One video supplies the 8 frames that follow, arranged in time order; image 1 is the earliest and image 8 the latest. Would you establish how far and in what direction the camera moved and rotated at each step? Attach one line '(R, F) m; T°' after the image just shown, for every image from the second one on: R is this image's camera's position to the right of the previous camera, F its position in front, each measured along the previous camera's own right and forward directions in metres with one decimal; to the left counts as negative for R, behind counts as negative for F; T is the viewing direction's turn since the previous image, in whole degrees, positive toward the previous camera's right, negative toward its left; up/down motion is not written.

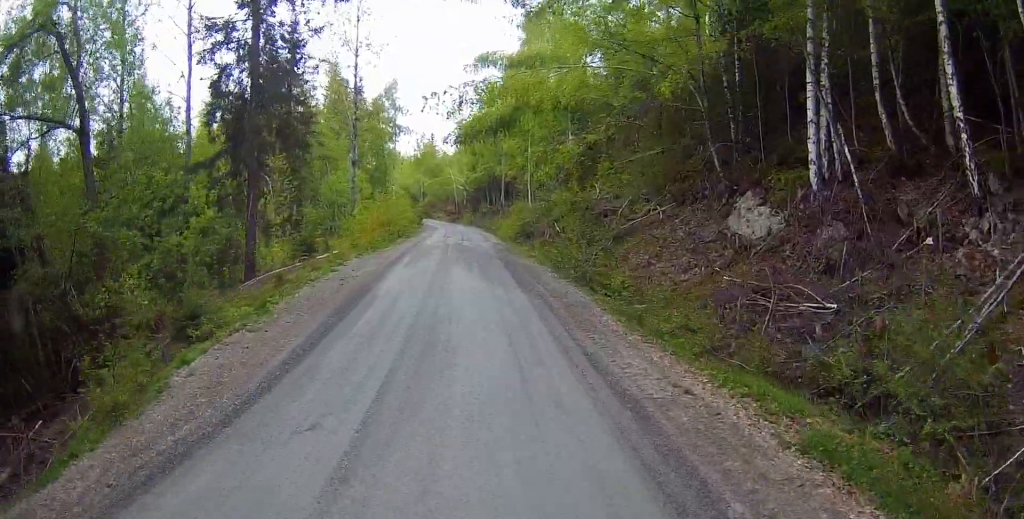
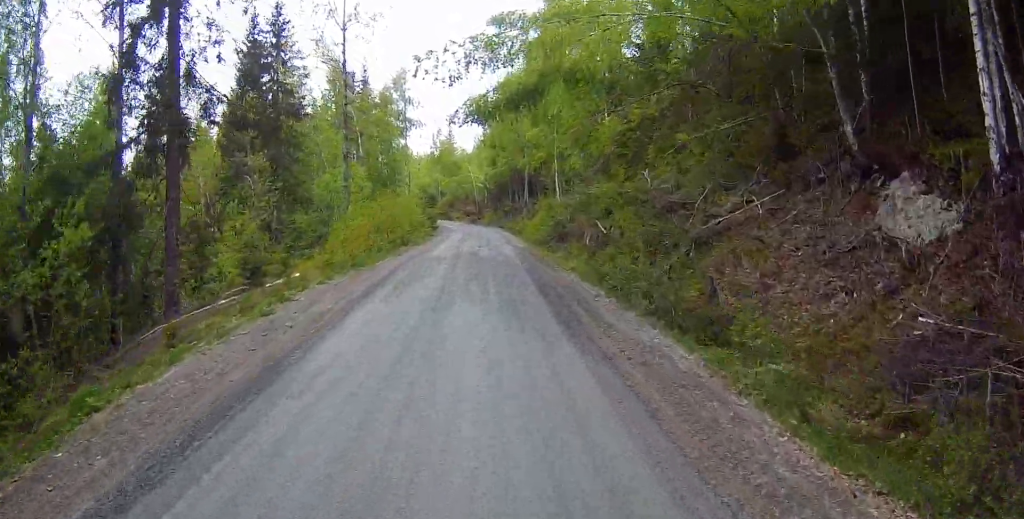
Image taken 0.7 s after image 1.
(-0.3, +7.0) m; -1°
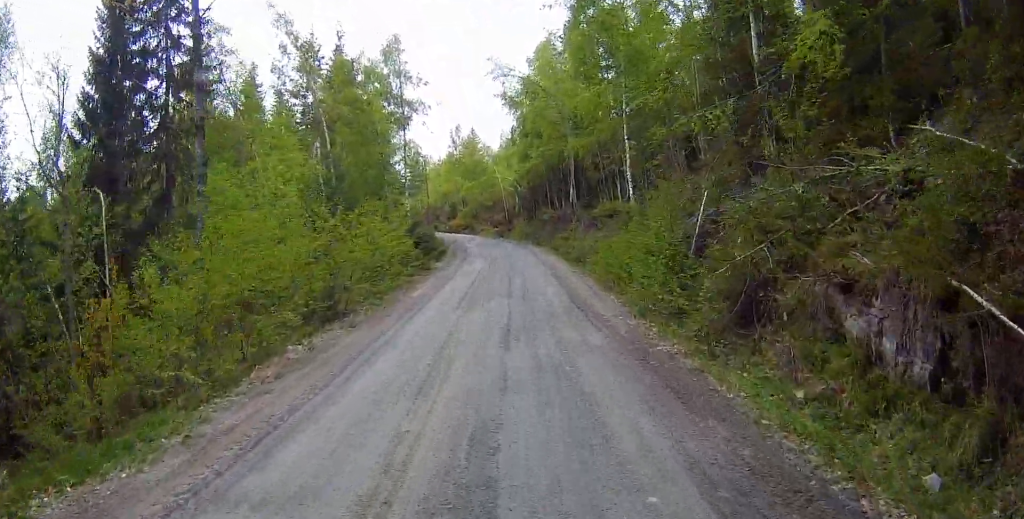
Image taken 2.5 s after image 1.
(-0.4, +18.7) m; -3°
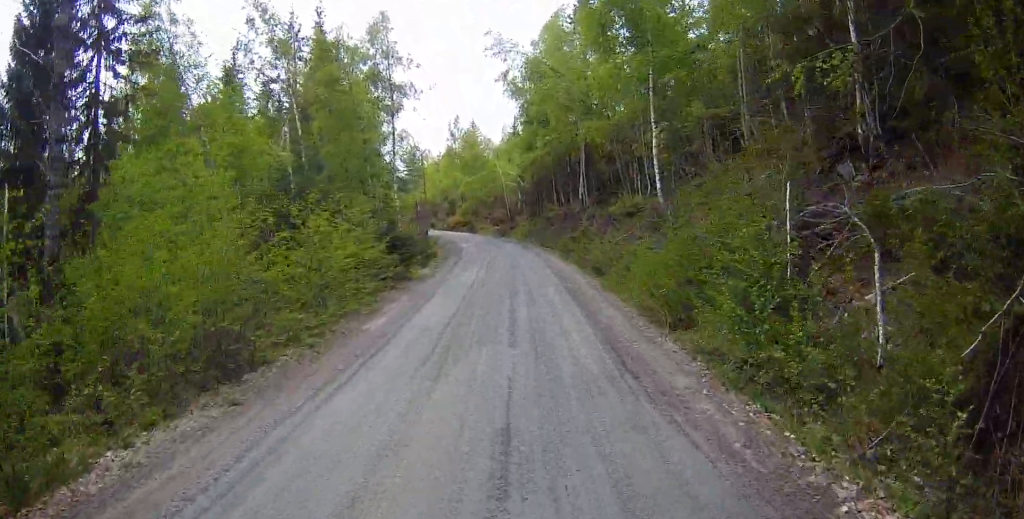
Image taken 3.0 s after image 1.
(-0.1, +5.6) m; -1°
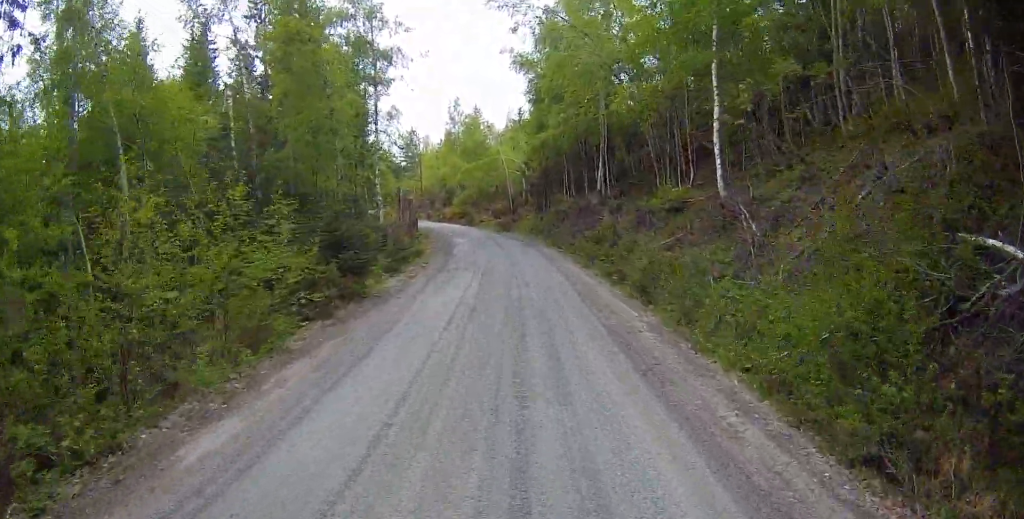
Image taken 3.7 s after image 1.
(0.0, +7.4) m; +1°
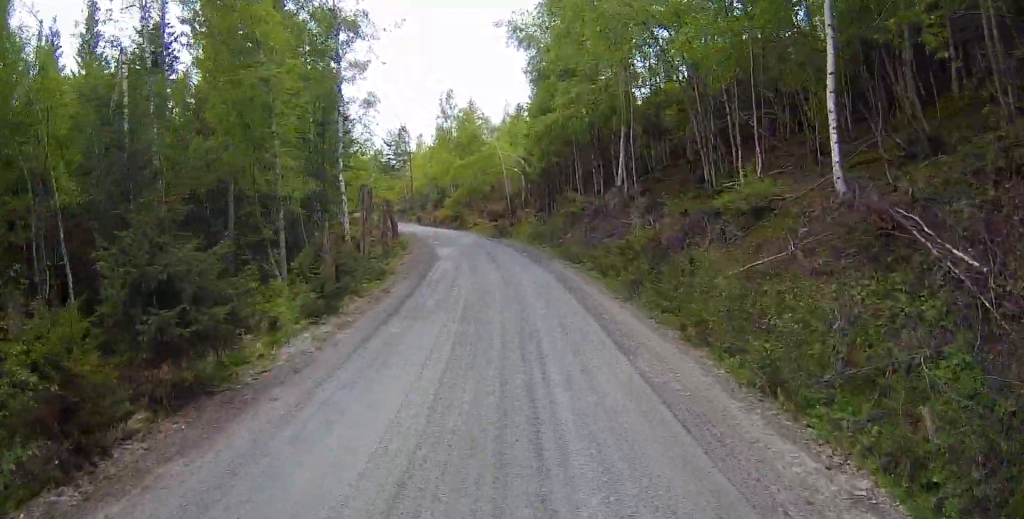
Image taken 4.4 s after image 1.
(+0.1, +7.6) m; +2°
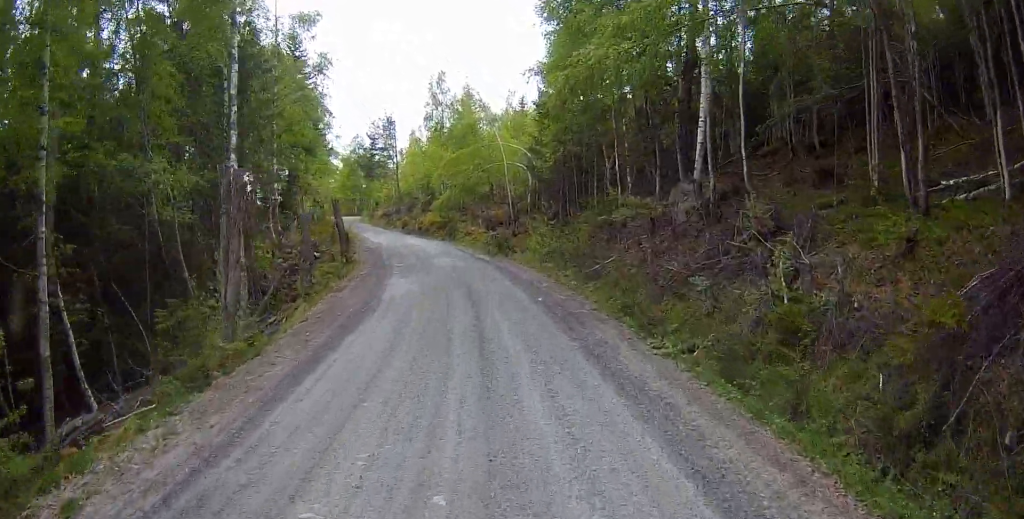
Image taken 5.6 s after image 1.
(+0.3, +12.1) m; +1°
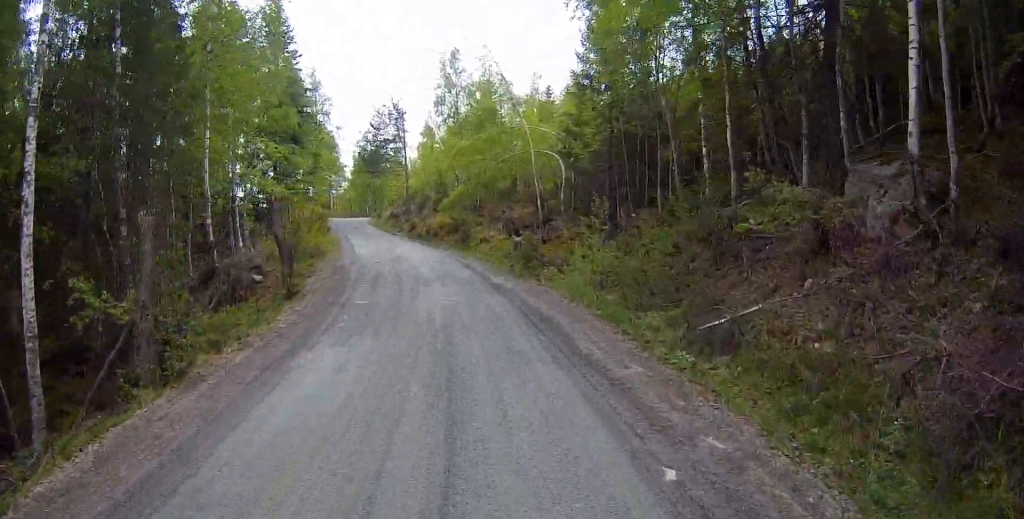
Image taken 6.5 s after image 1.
(-0.2, +9.5) m; -3°
